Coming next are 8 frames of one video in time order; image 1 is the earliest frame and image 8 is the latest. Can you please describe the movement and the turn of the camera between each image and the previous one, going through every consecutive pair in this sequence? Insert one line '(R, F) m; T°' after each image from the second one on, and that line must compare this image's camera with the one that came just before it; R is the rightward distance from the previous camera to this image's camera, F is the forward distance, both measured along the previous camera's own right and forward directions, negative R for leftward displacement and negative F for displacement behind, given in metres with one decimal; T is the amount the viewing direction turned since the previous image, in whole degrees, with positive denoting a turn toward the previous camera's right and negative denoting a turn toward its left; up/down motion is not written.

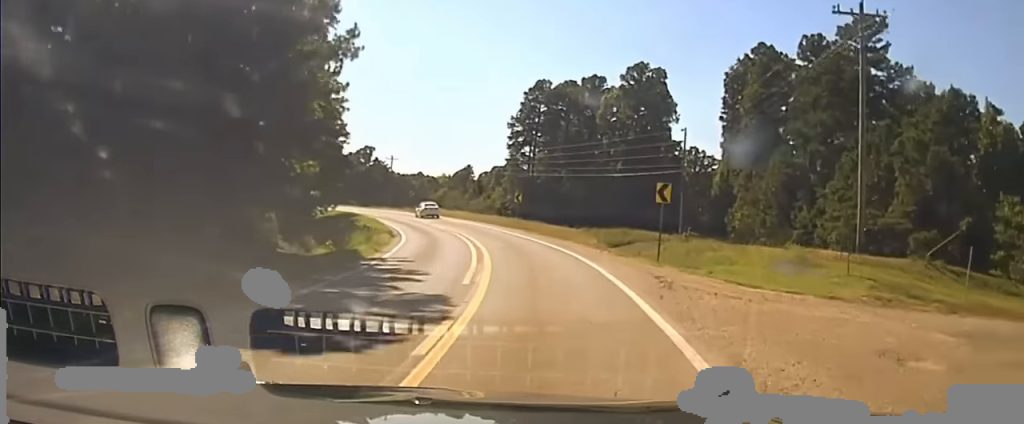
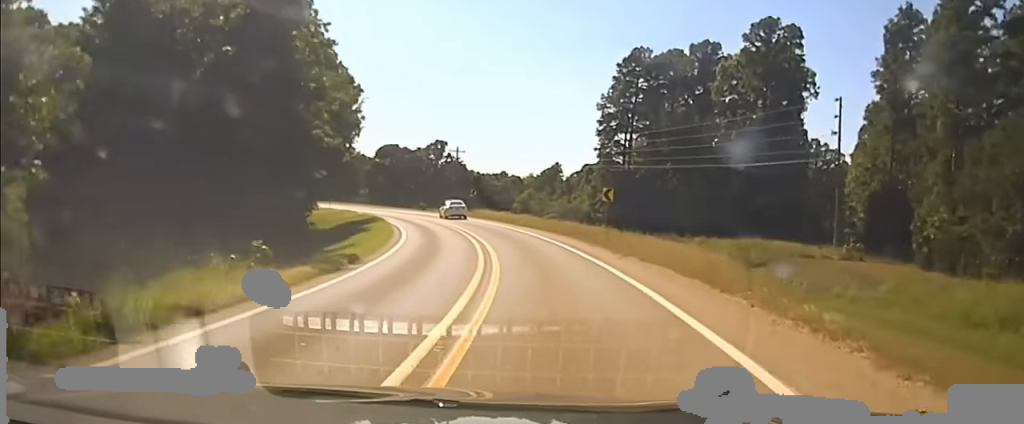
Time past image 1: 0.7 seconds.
(-0.9, +24.2) m; -5°
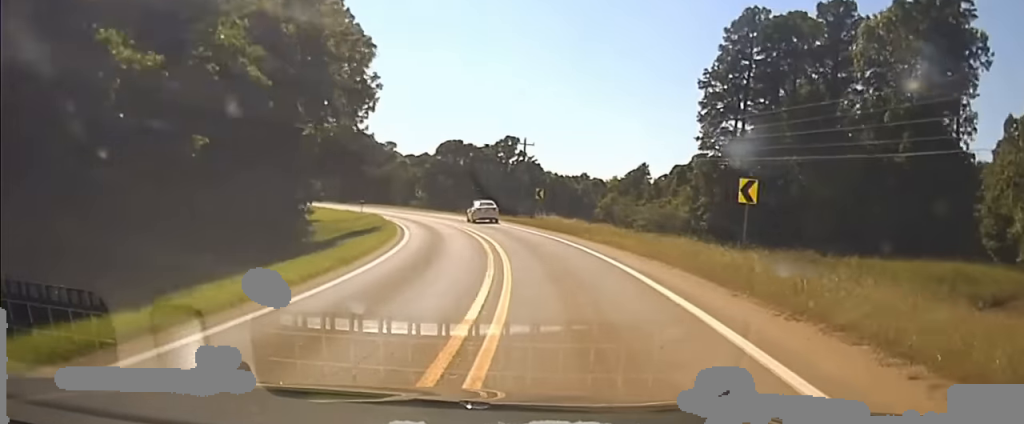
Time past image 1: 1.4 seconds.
(-1.3, +19.2) m; -5°
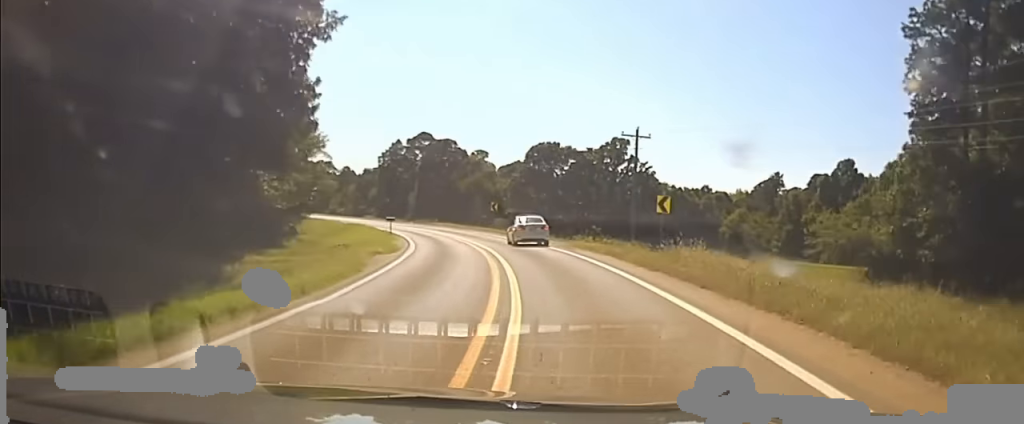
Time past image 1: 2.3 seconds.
(-1.8, +26.0) m; -8°
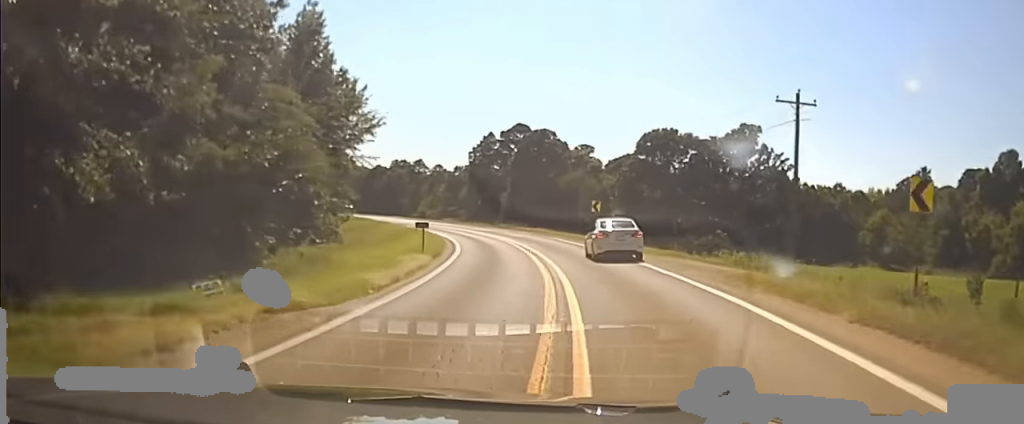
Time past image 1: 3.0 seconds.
(-0.8, +17.5) m; -6°
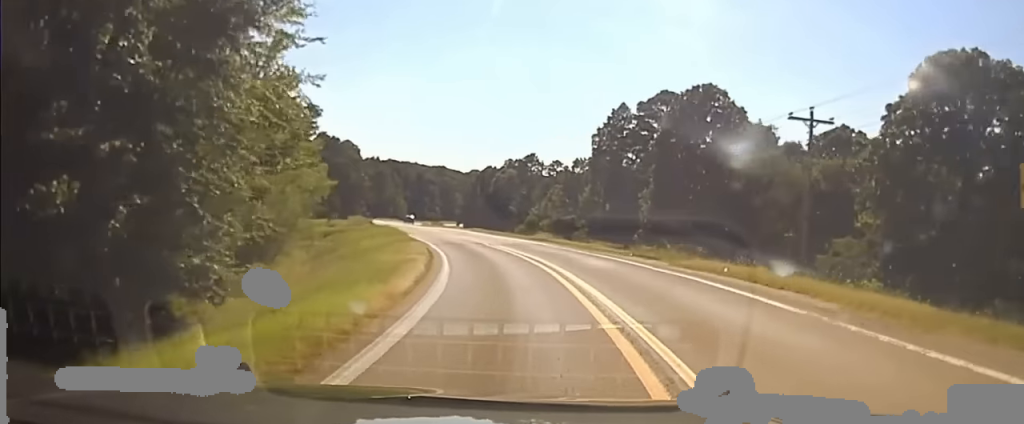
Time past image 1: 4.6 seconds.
(-4.1, +48.0) m; -9°
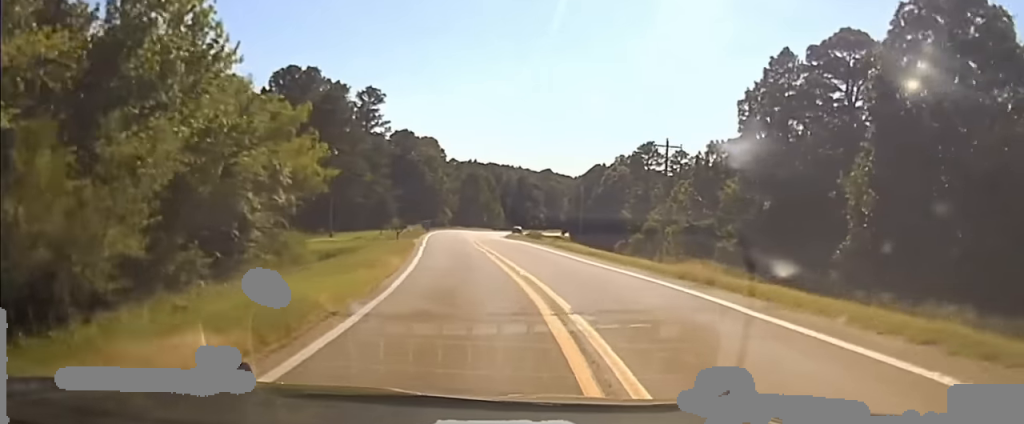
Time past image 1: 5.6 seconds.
(-1.9, +34.6) m; -7°
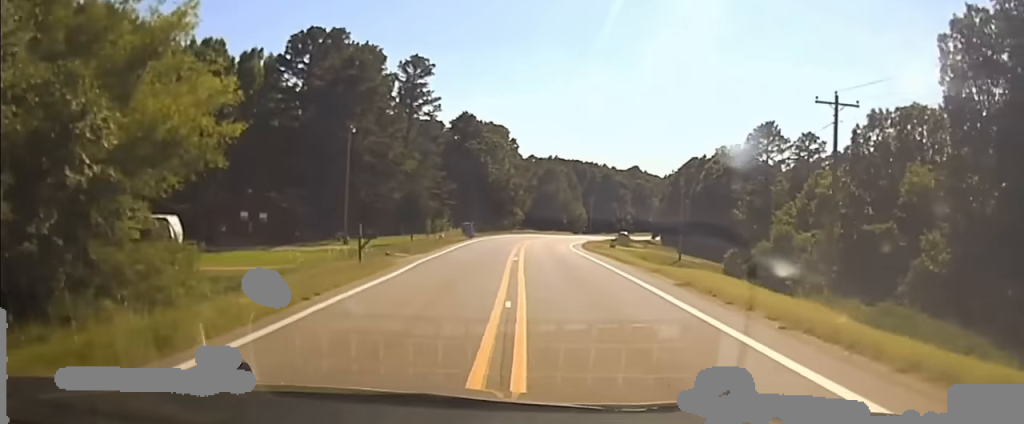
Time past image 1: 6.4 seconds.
(-1.6, +28.8) m; -5°
